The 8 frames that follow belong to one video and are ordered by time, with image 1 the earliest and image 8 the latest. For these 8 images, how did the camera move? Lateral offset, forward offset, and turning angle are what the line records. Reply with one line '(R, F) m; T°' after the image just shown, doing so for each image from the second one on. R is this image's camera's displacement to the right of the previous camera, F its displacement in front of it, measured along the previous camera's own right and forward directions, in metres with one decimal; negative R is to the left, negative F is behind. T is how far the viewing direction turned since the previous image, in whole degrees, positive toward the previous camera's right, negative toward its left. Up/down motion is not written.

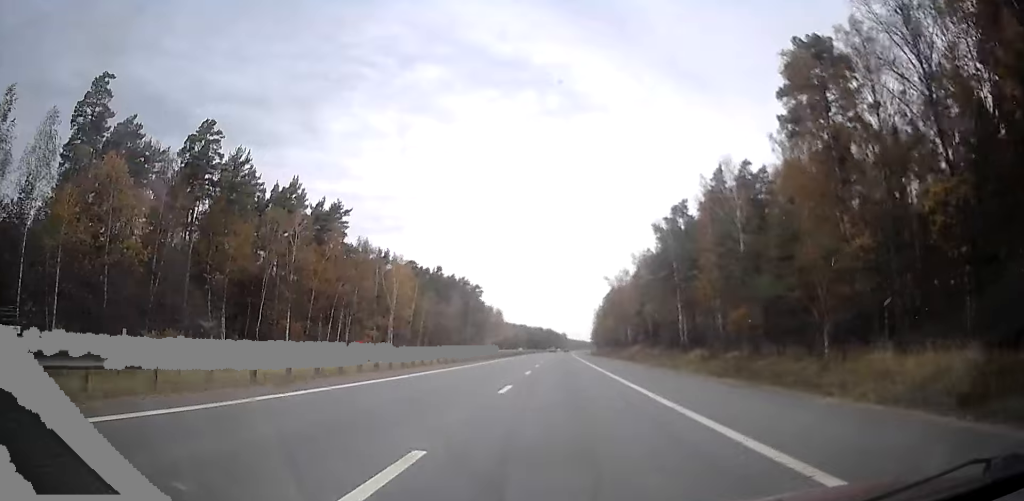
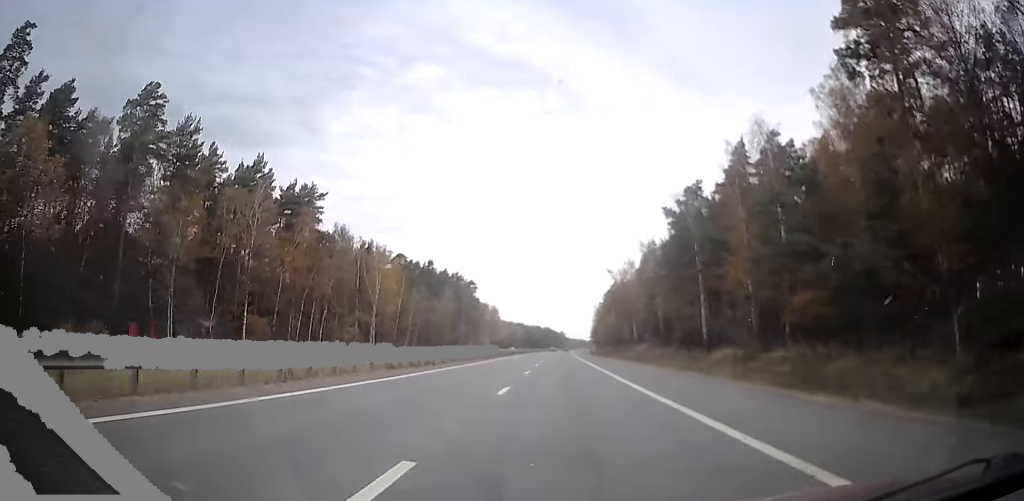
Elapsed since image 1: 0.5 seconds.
(0.0, +12.7) m; +1°
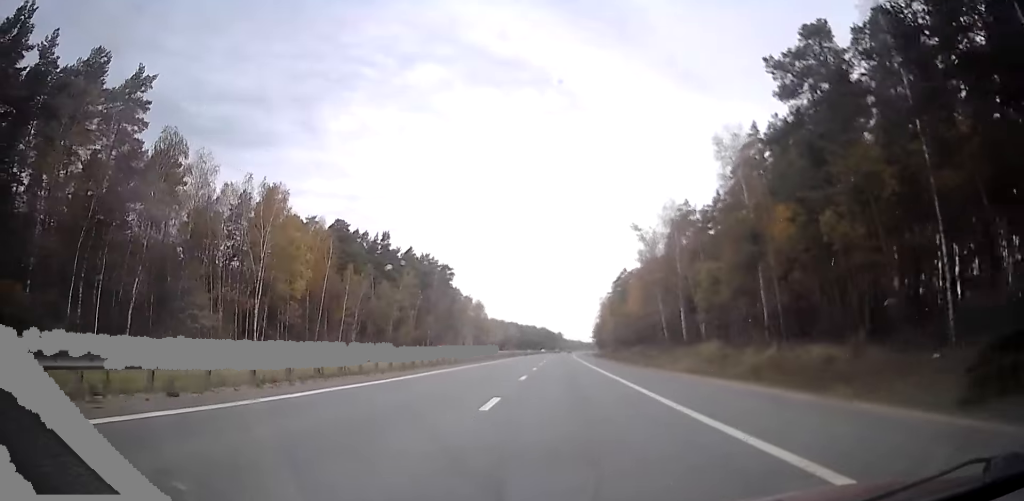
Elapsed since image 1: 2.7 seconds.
(-0.3, +51.9) m; -2°
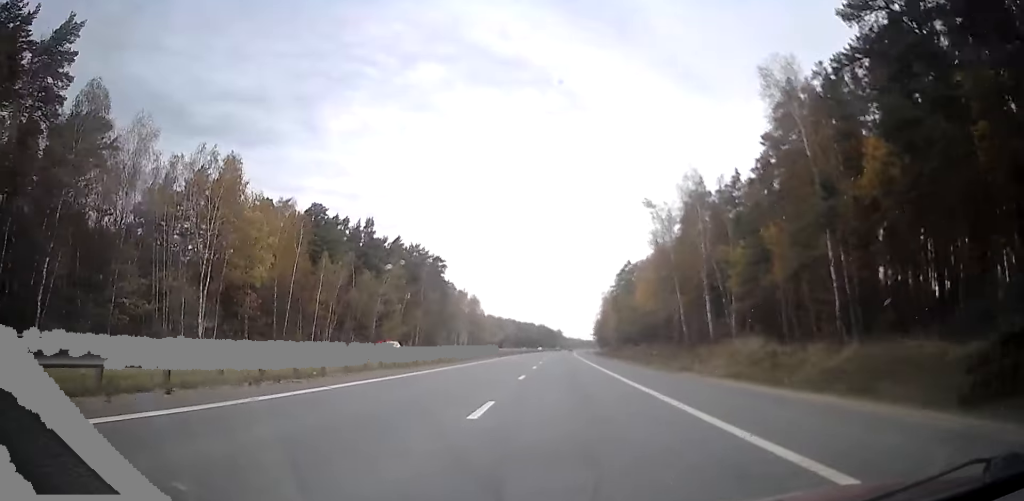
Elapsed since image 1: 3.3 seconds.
(0.0, +13.5) m; 0°
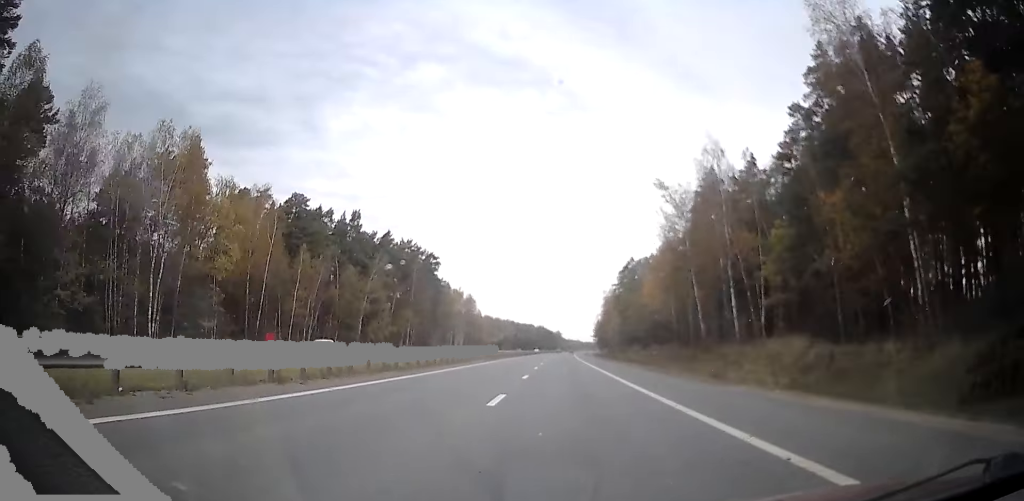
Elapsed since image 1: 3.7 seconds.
(0.0, +9.5) m; 0°
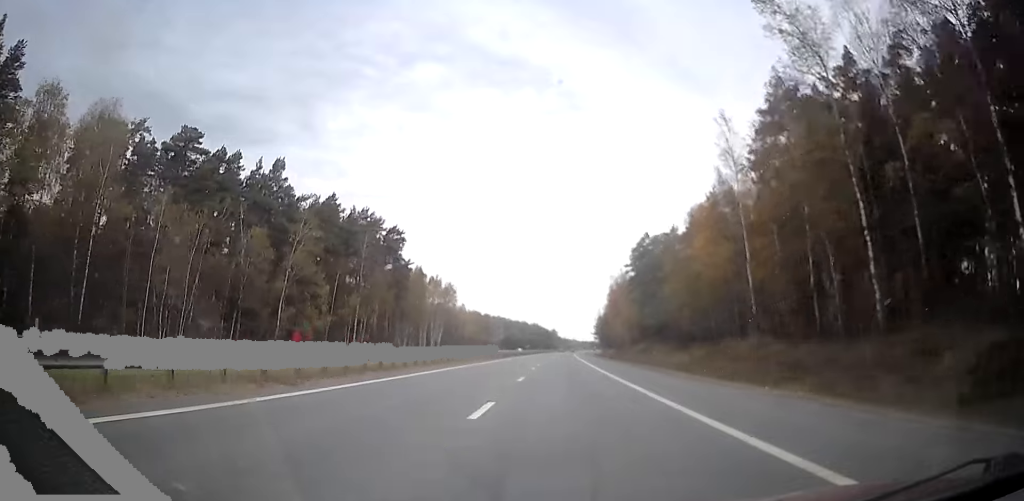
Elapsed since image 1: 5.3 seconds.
(0.0, +38.2) m; -1°
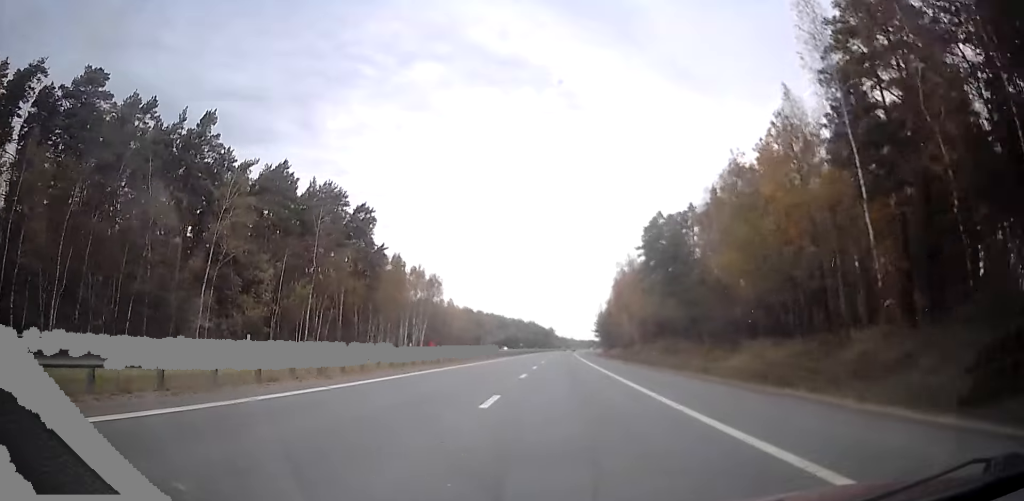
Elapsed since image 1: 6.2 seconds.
(-0.5, +22.4) m; +2°
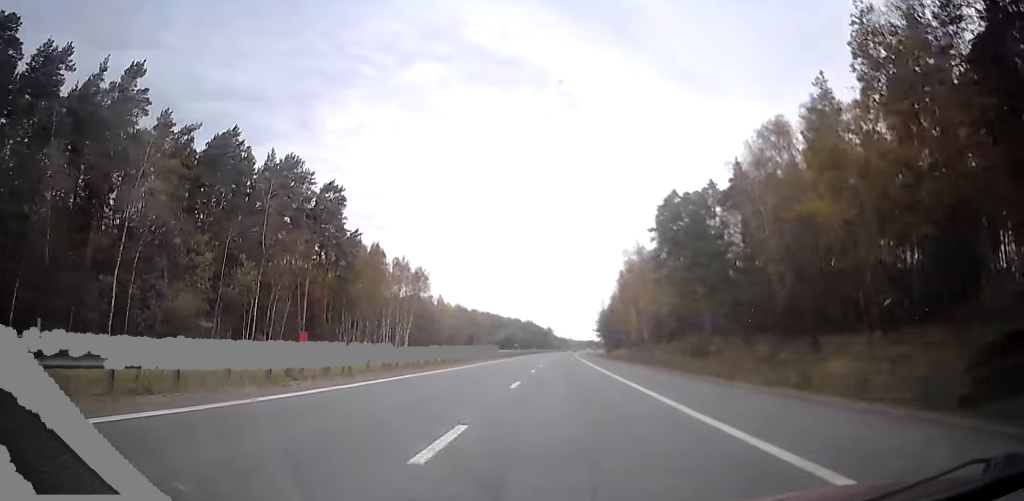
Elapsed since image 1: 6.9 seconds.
(+0.6, +17.6) m; +2°
